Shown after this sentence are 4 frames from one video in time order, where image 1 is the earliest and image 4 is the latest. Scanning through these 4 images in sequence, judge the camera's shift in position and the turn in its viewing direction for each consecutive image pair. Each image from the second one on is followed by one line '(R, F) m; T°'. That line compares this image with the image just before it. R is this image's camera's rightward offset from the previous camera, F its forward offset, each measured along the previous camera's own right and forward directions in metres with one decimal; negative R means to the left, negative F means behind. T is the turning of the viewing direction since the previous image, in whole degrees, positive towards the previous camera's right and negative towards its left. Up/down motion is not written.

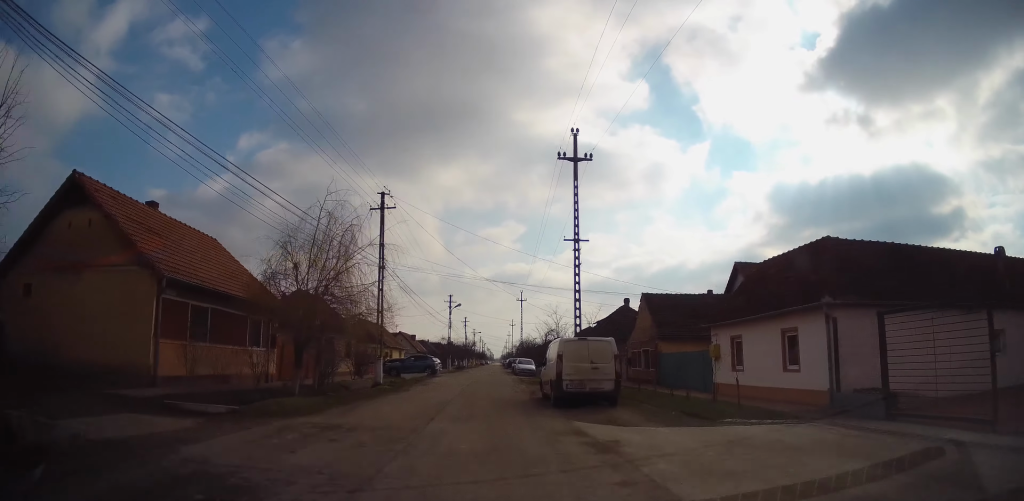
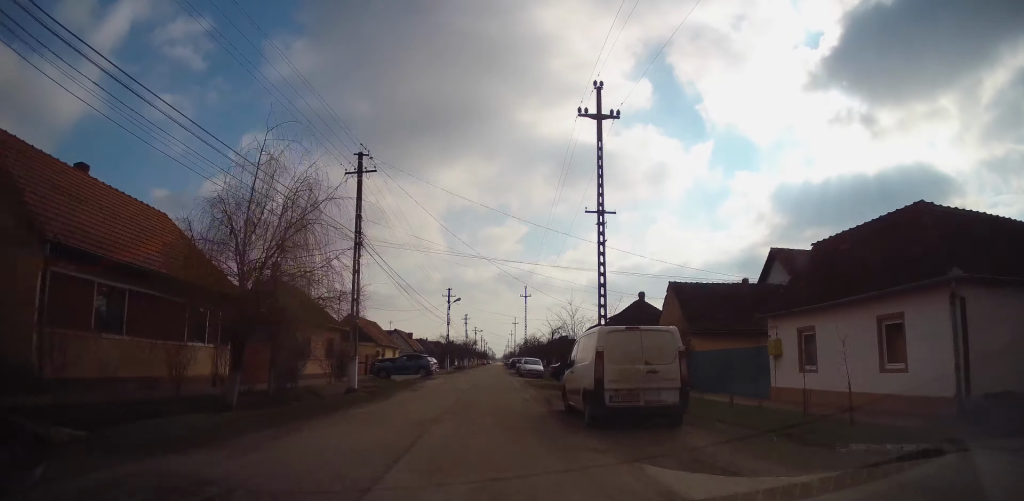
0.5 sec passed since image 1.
(-0.1, +4.9) m; -1°
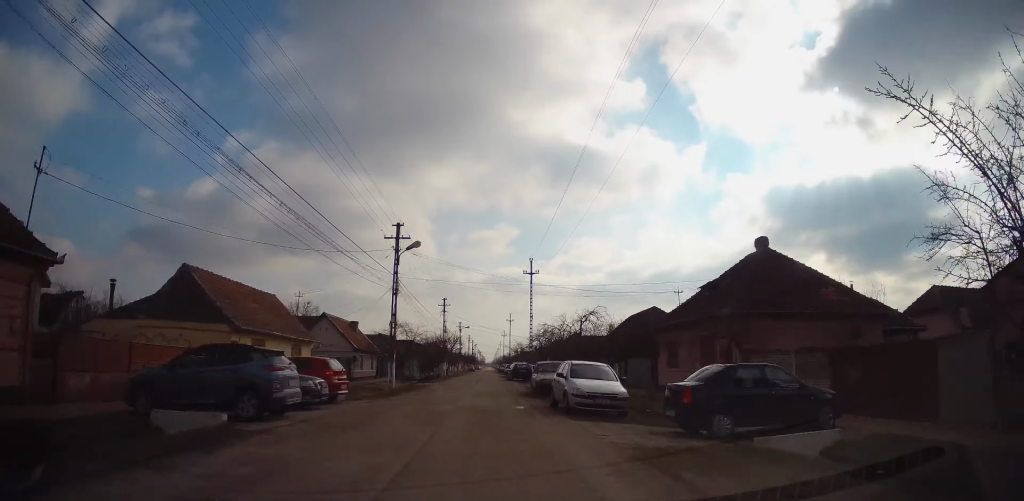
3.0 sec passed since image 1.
(+0.7, +24.9) m; +3°
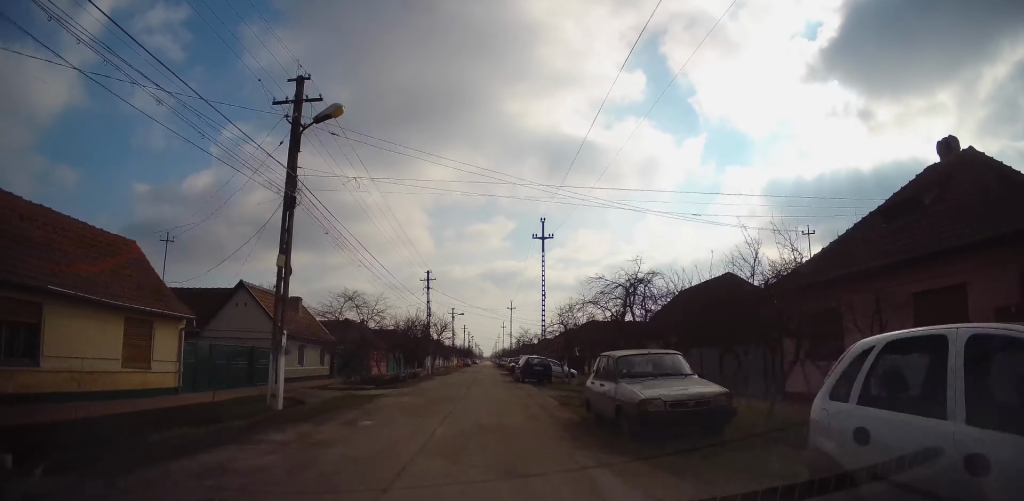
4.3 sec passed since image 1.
(0.0, +13.8) m; 0°
